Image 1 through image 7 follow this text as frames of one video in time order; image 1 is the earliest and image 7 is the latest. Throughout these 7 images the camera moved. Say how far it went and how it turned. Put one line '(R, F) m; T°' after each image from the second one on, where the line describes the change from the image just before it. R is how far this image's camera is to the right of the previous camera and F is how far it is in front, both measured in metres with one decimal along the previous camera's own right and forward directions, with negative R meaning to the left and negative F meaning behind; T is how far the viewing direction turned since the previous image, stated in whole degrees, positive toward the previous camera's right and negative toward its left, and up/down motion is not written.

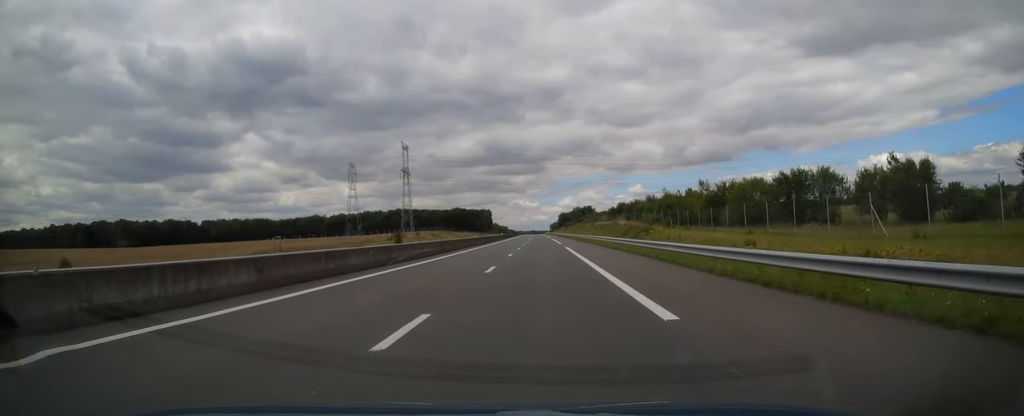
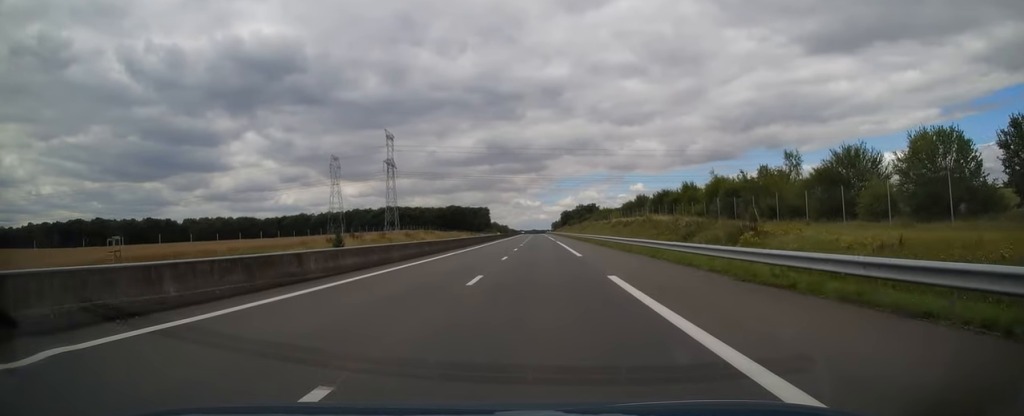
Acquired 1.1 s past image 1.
(0.0, +30.7) m; 0°
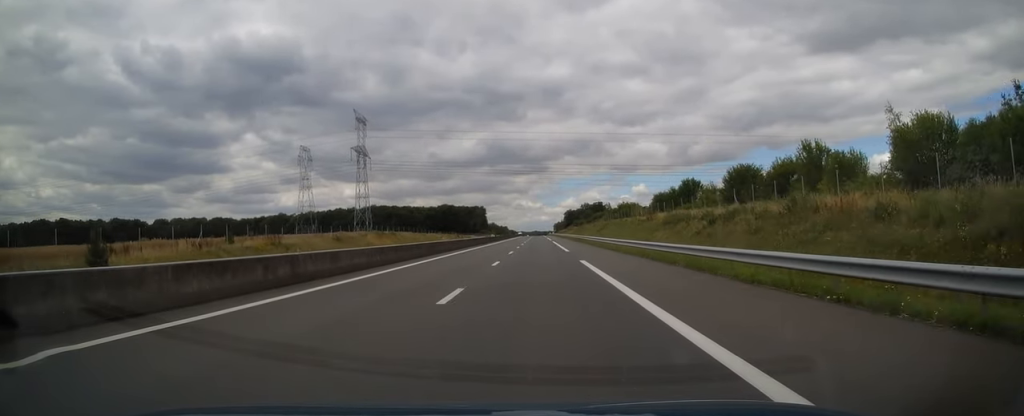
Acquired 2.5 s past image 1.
(-0.3, +42.4) m; 0°
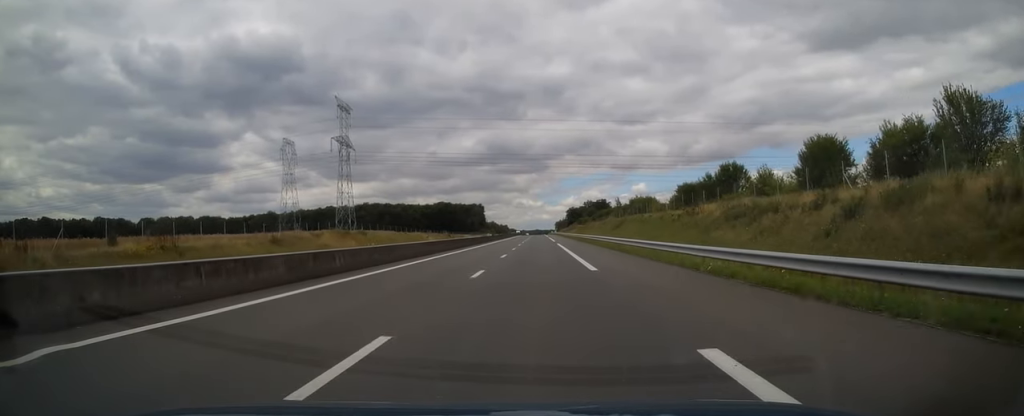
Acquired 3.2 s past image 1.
(0.0, +19.5) m; 0°
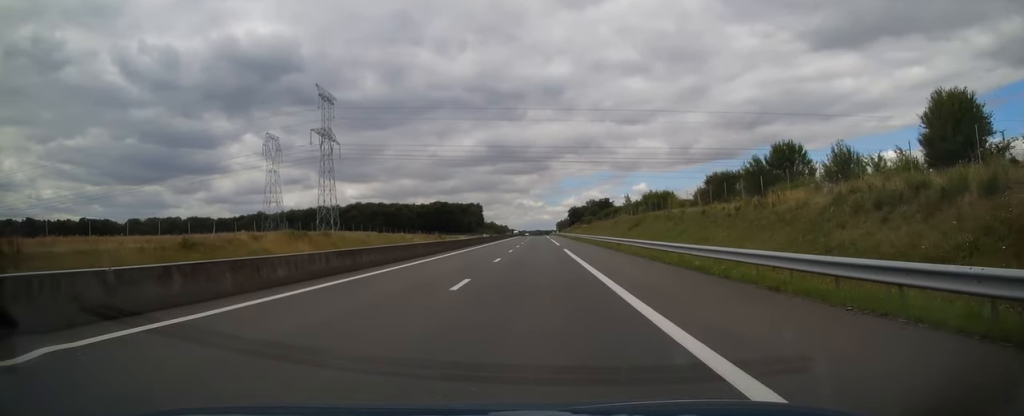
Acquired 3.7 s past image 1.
(0.0, +16.6) m; 0°
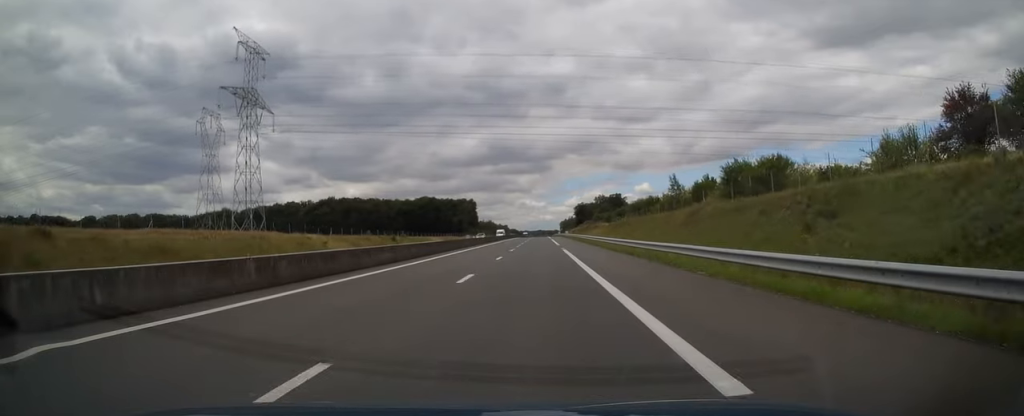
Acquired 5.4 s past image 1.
(-0.1, +49.7) m; 0°
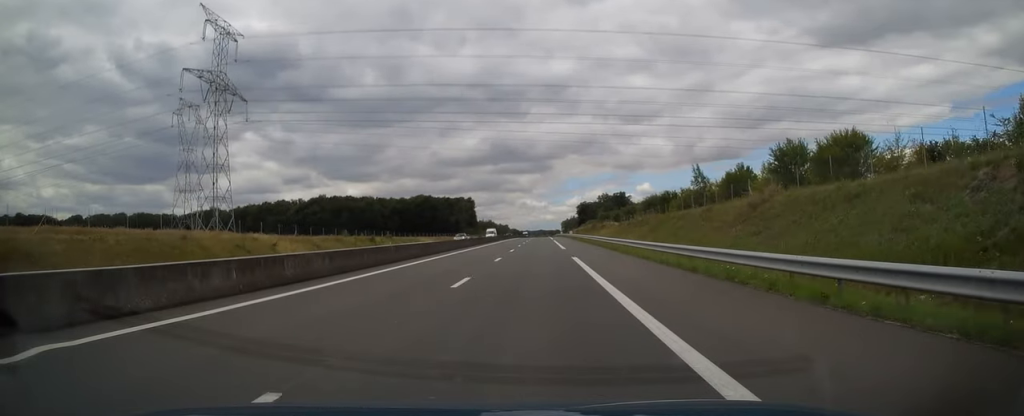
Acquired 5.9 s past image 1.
(0.0, +14.2) m; 0°
